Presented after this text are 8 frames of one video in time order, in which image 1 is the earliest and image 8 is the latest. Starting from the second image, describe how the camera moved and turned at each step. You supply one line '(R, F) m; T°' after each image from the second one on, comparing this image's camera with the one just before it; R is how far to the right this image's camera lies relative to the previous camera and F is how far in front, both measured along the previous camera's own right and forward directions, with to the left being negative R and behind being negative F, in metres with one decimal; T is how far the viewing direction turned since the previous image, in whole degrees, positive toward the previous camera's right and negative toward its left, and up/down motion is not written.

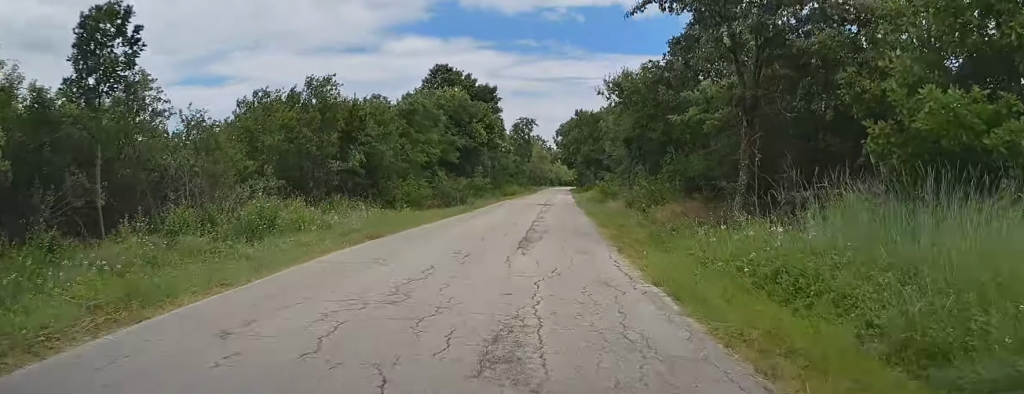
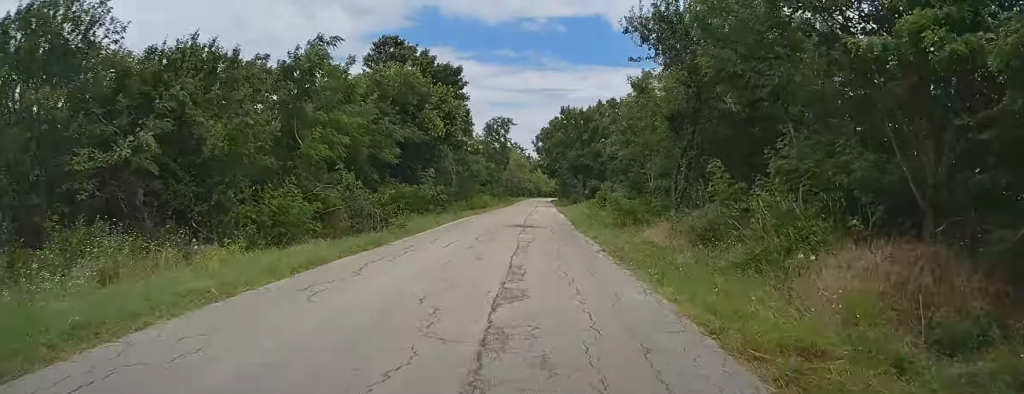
(+0.4, +14.3) m; +1°
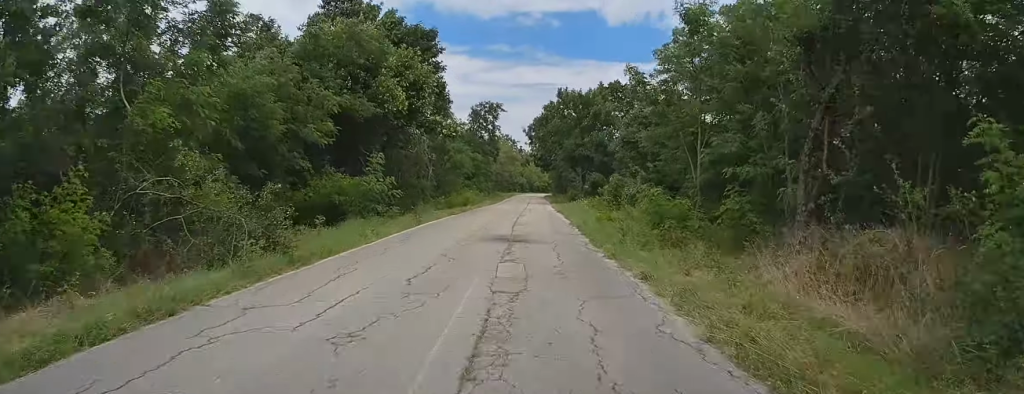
(+0.1, +9.4) m; +1°
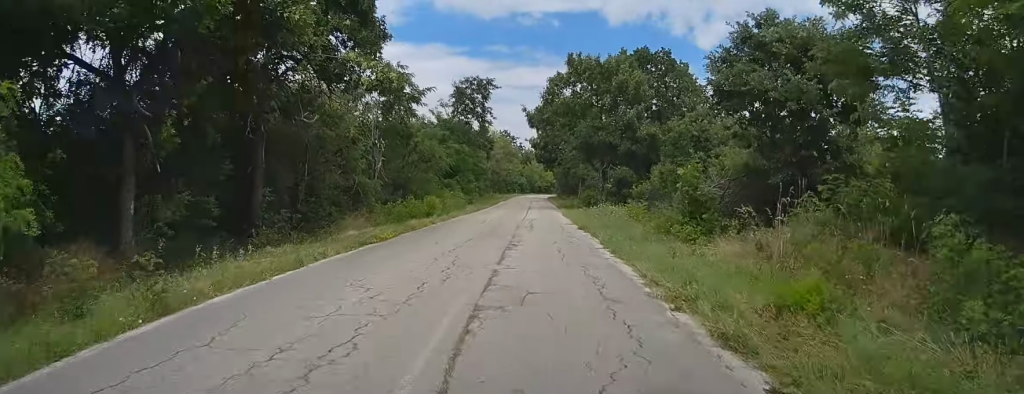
(+0.1, +16.9) m; +1°
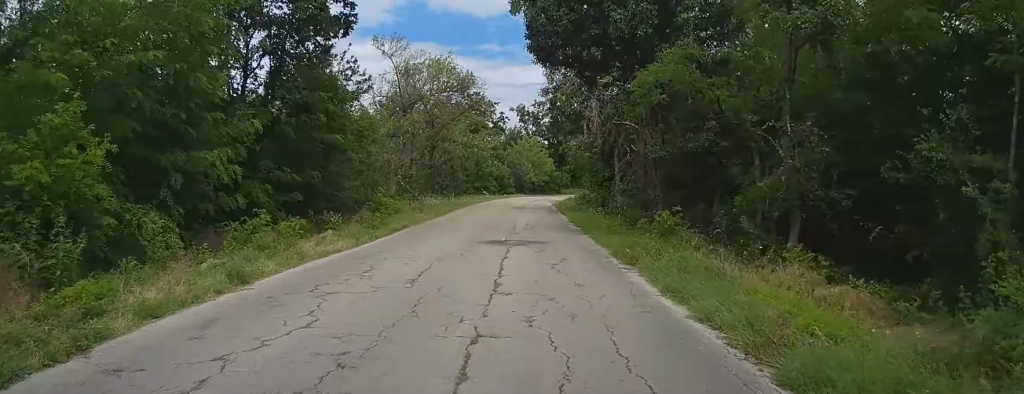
(+0.2, +63.4) m; +1°
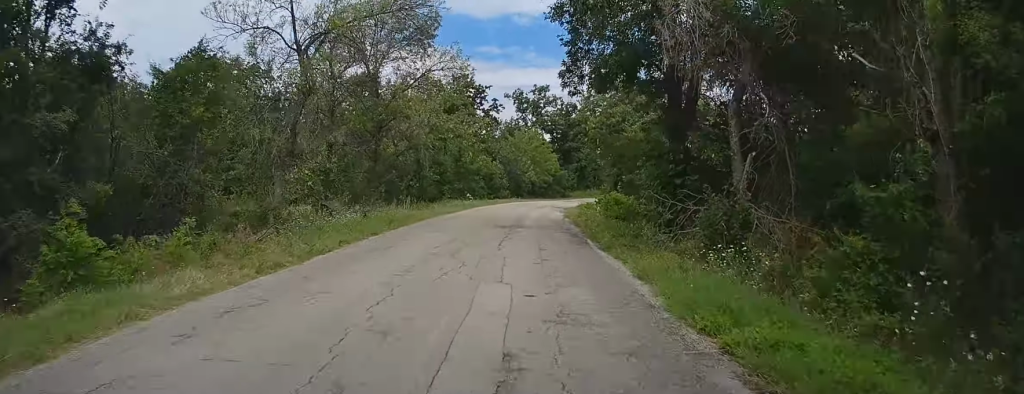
(0.0, +18.9) m; 0°
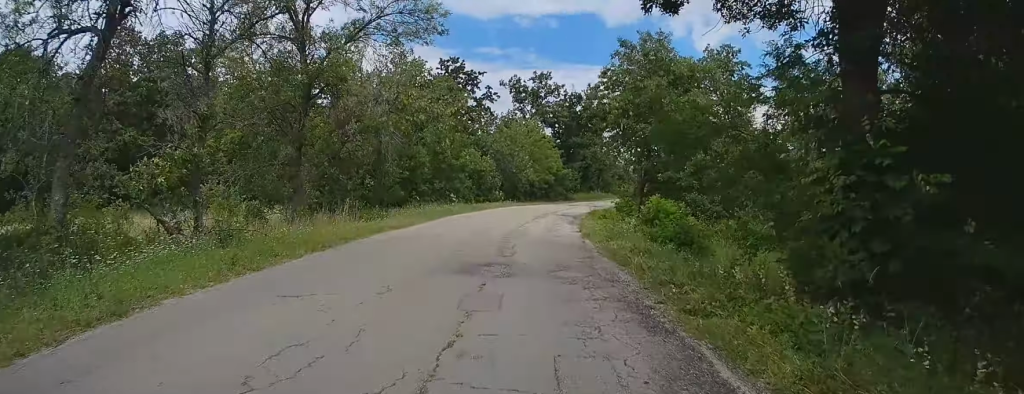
(0.0, +11.4) m; 0°
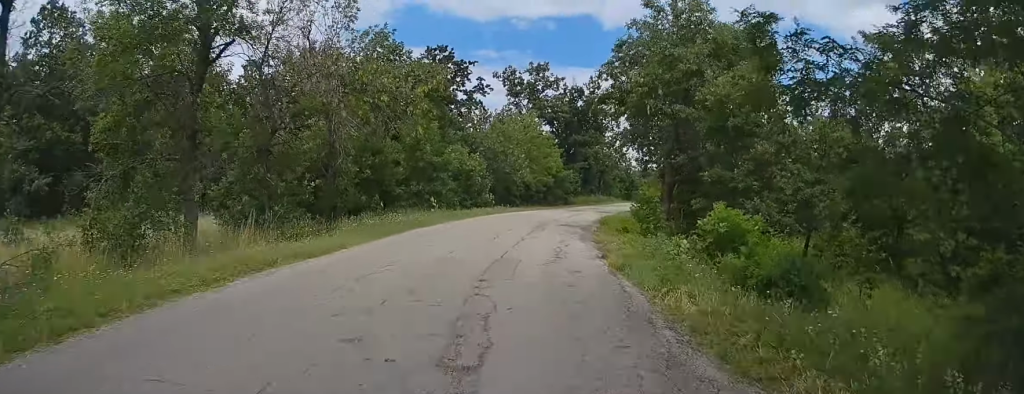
(-0.1, +7.7) m; +1°
